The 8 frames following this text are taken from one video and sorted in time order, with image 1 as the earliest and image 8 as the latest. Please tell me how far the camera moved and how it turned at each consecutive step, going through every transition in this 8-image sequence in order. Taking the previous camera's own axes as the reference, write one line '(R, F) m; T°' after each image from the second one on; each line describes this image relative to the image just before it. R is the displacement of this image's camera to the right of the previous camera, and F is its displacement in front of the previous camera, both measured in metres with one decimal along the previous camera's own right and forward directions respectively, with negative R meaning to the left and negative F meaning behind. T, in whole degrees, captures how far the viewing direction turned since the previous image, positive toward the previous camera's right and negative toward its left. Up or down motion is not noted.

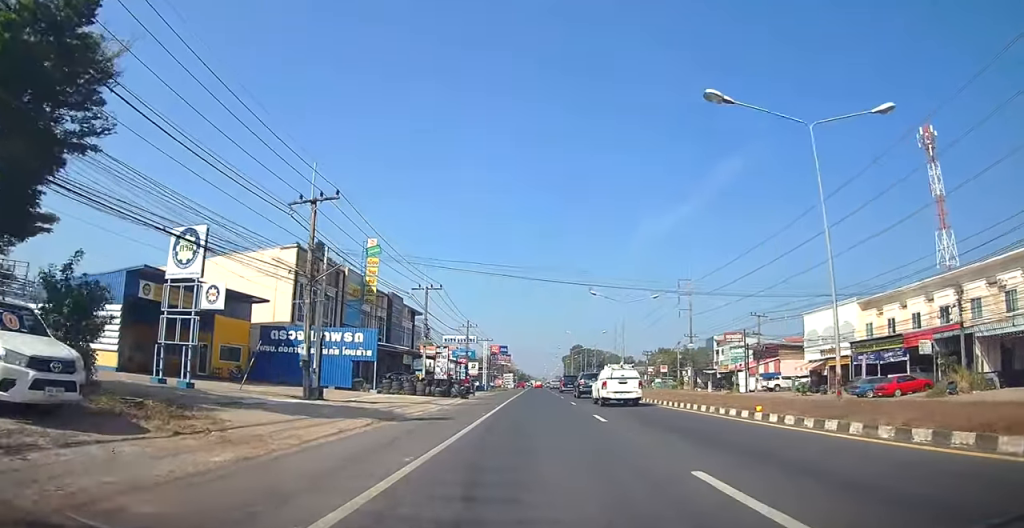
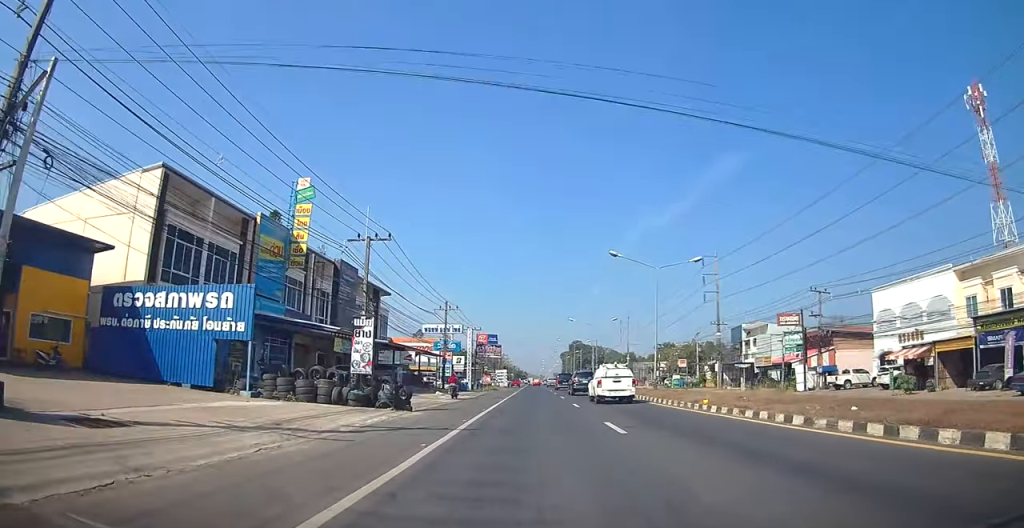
(+0.2, +15.7) m; +1°
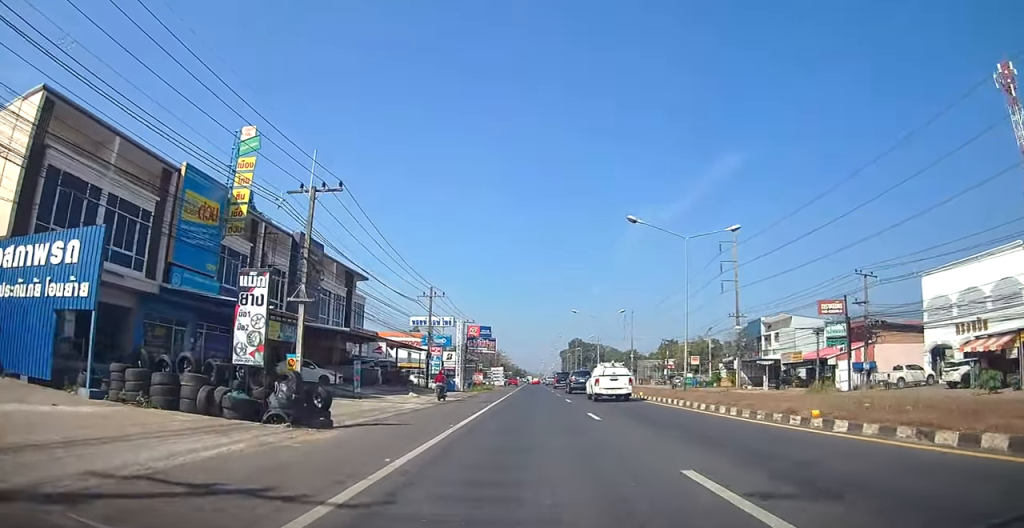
(+0.1, +8.1) m; 0°
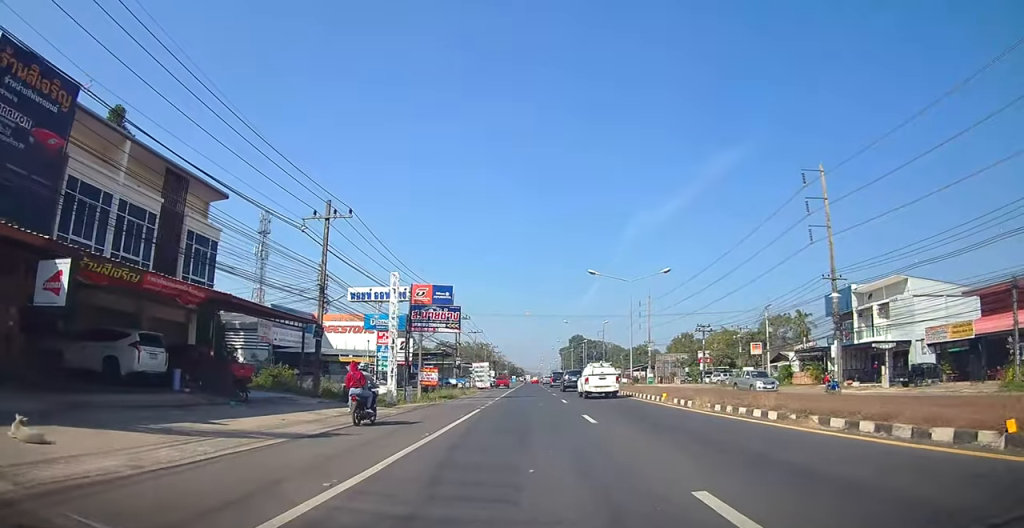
(-0.6, +25.5) m; -2°
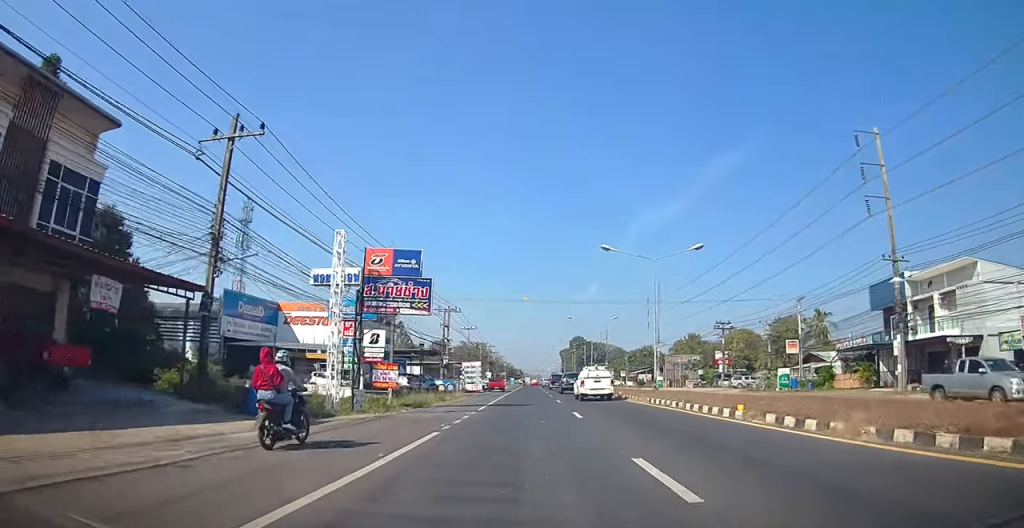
(0.0, +9.3) m; 0°
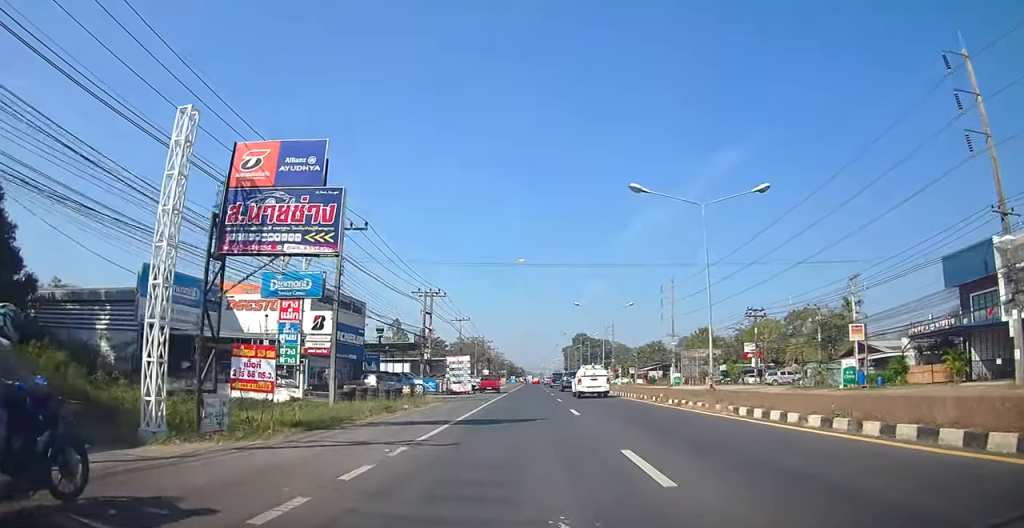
(0.0, +11.4) m; +1°
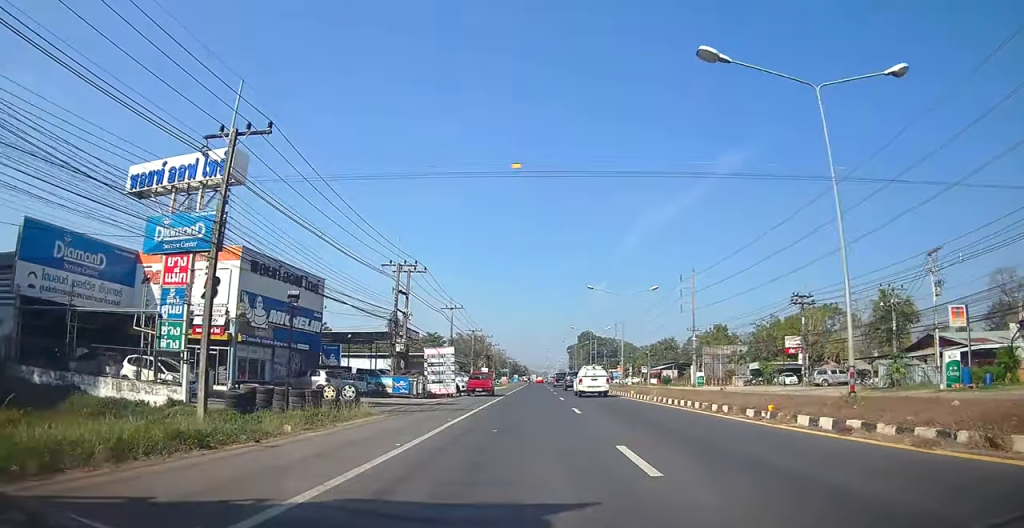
(+0.3, +11.4) m; 0°
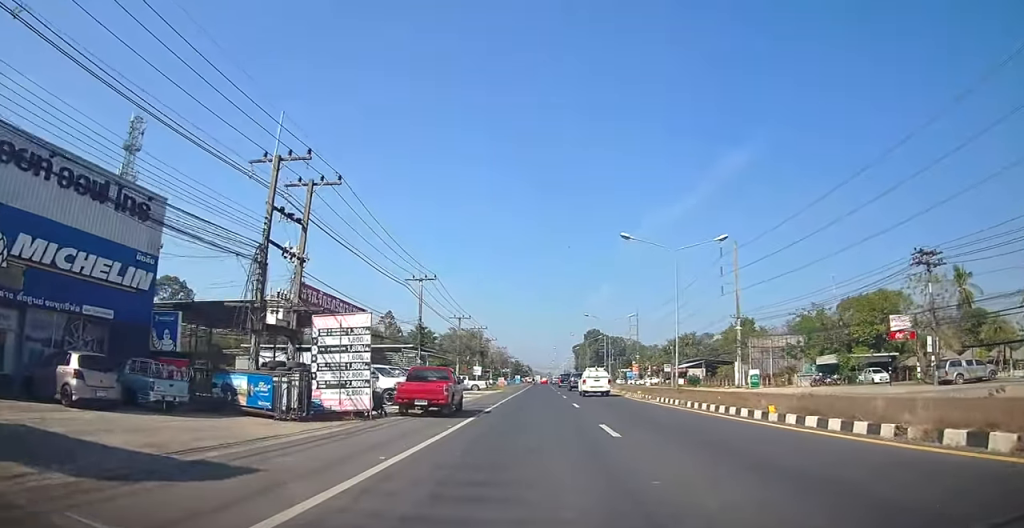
(-0.2, +19.4) m; -1°
